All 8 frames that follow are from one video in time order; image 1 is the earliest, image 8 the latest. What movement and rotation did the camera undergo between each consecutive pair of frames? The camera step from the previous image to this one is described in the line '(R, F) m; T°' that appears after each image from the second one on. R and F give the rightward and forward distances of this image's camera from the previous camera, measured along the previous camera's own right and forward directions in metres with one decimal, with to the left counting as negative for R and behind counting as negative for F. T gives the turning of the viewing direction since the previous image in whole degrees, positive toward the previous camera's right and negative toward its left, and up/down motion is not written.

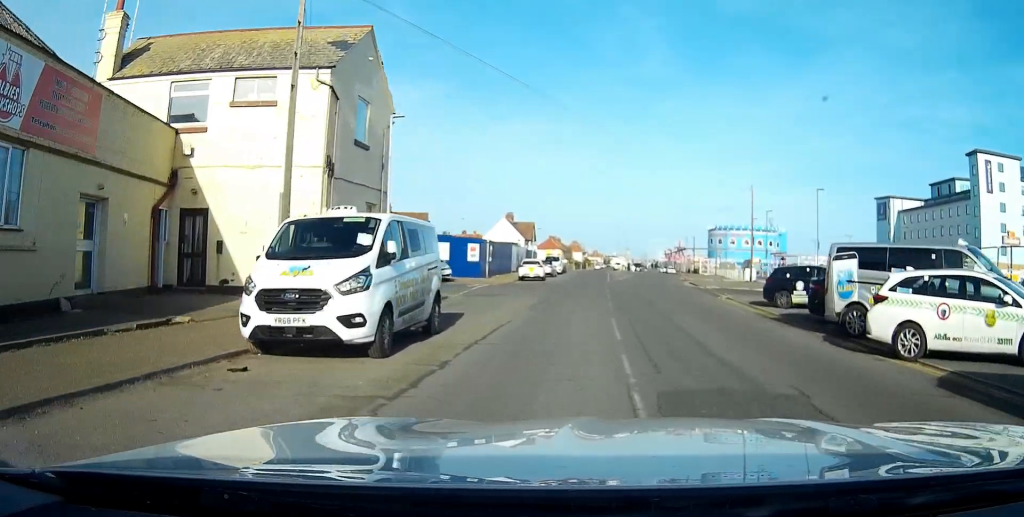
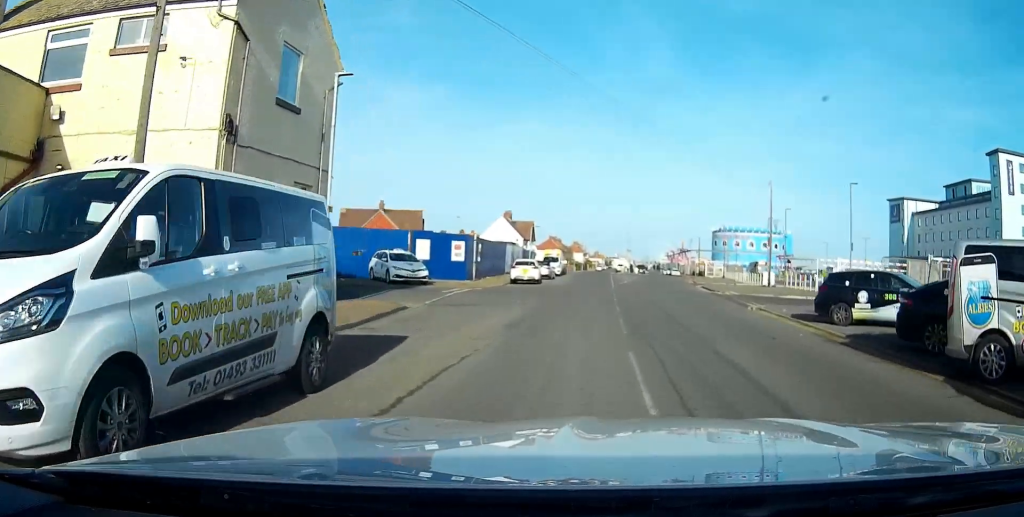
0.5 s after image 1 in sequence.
(0.0, +6.0) m; 0°
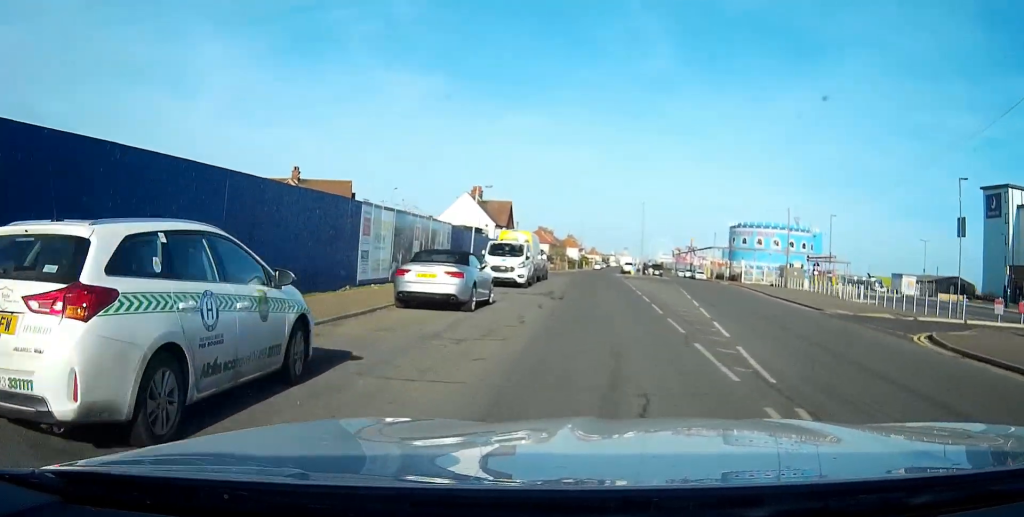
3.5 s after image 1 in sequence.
(-0.1, +38.6) m; 0°
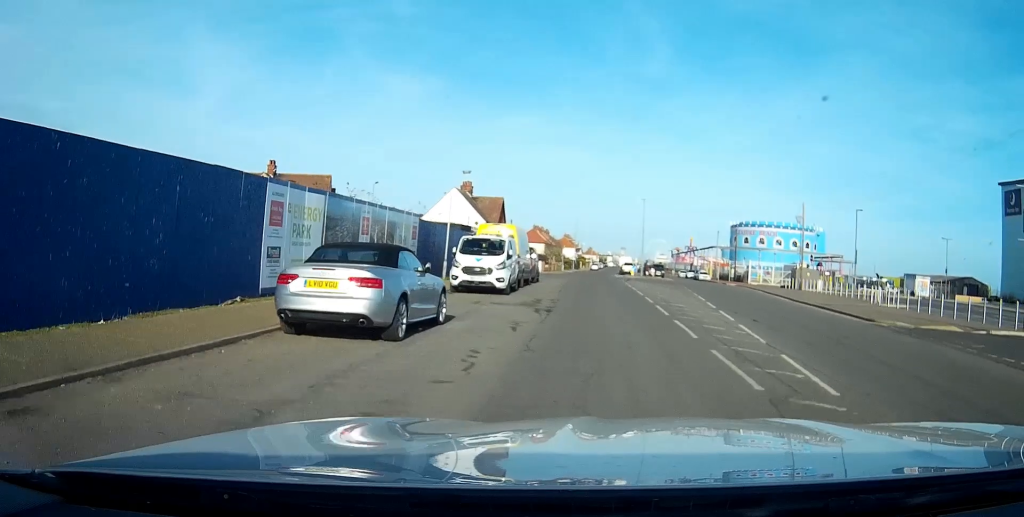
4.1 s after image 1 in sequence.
(0.0, +6.6) m; 0°
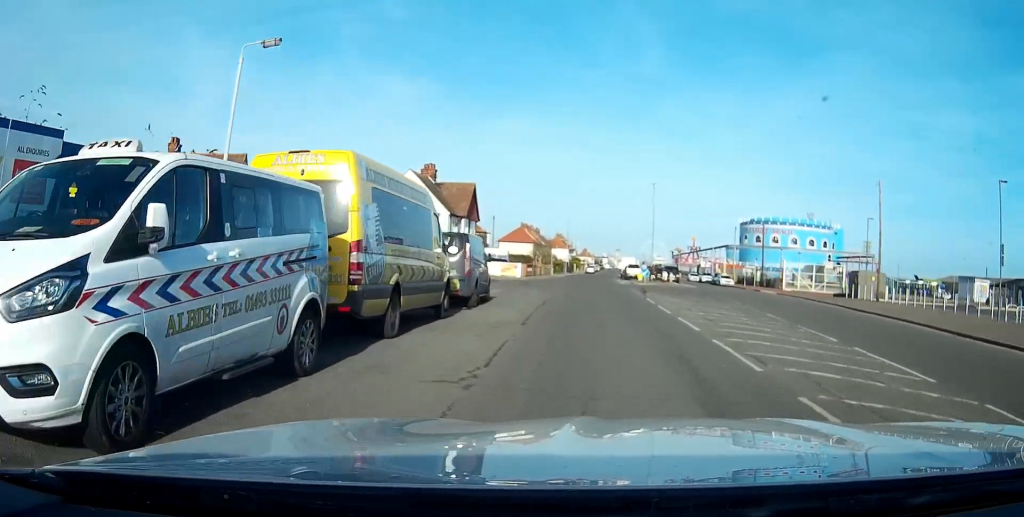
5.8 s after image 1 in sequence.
(+0.2, +21.2) m; 0°
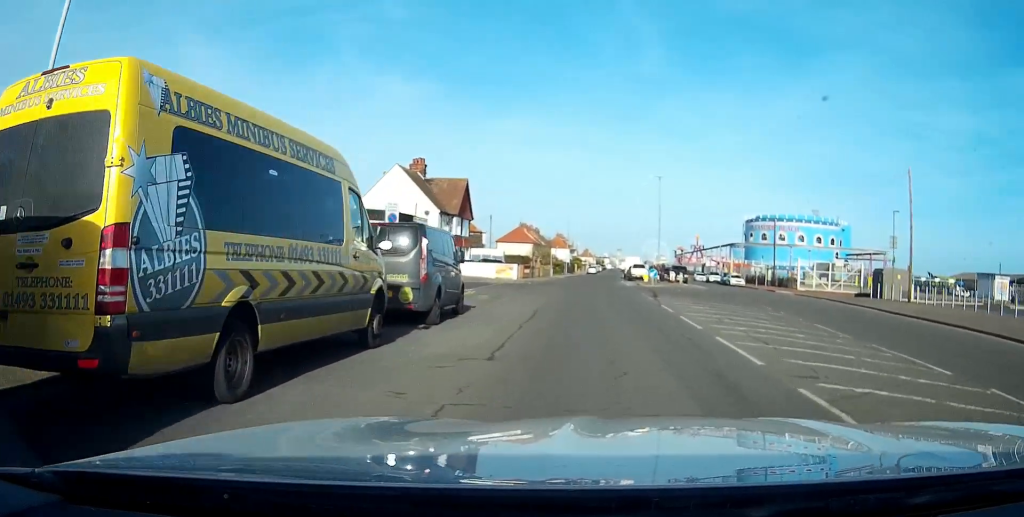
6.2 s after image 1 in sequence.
(0.0, +5.3) m; 0°
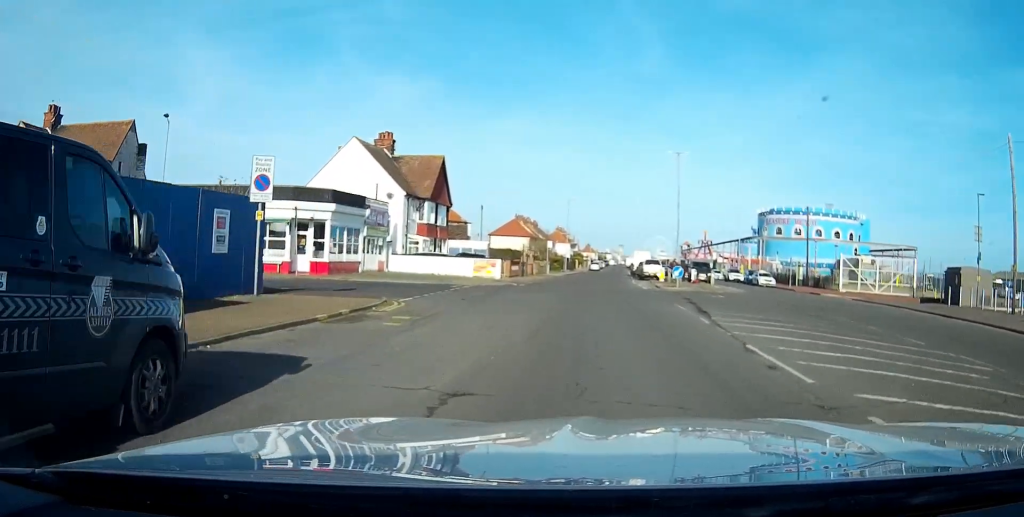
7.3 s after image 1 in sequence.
(0.0, +13.0) m; 0°
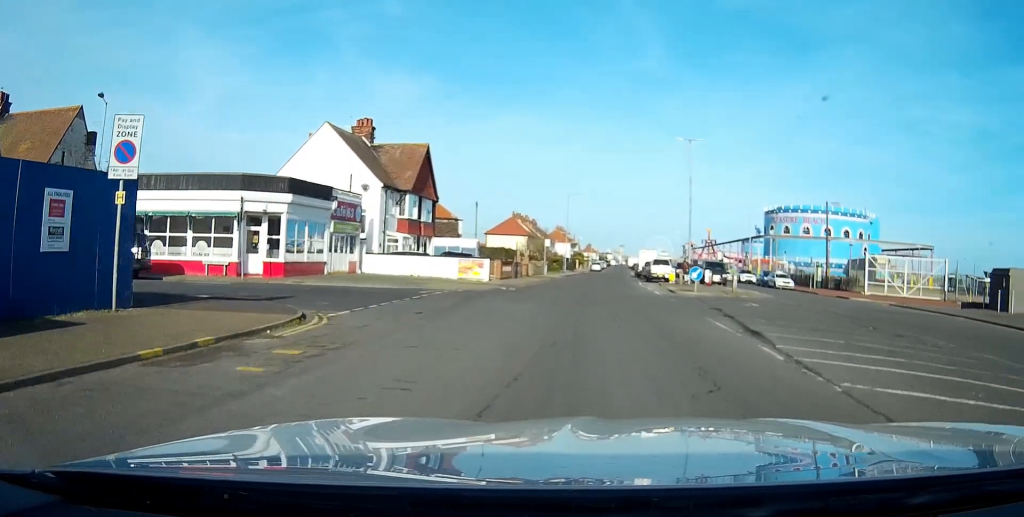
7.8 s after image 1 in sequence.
(0.0, +6.2) m; 0°
